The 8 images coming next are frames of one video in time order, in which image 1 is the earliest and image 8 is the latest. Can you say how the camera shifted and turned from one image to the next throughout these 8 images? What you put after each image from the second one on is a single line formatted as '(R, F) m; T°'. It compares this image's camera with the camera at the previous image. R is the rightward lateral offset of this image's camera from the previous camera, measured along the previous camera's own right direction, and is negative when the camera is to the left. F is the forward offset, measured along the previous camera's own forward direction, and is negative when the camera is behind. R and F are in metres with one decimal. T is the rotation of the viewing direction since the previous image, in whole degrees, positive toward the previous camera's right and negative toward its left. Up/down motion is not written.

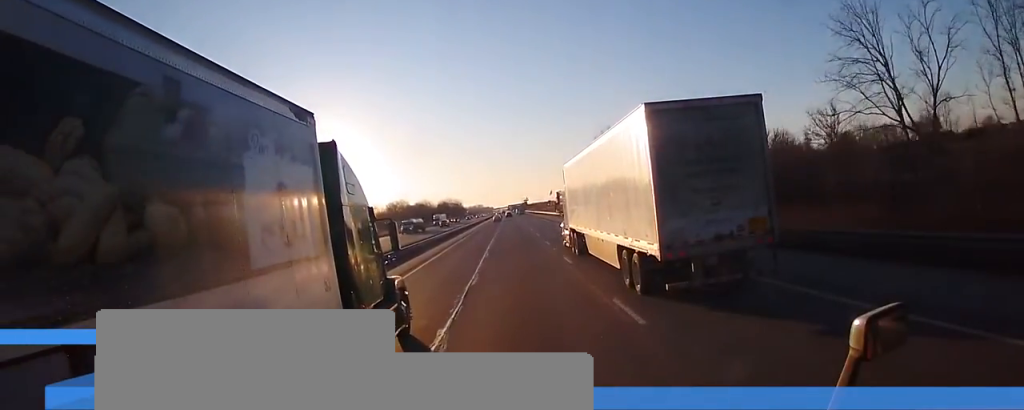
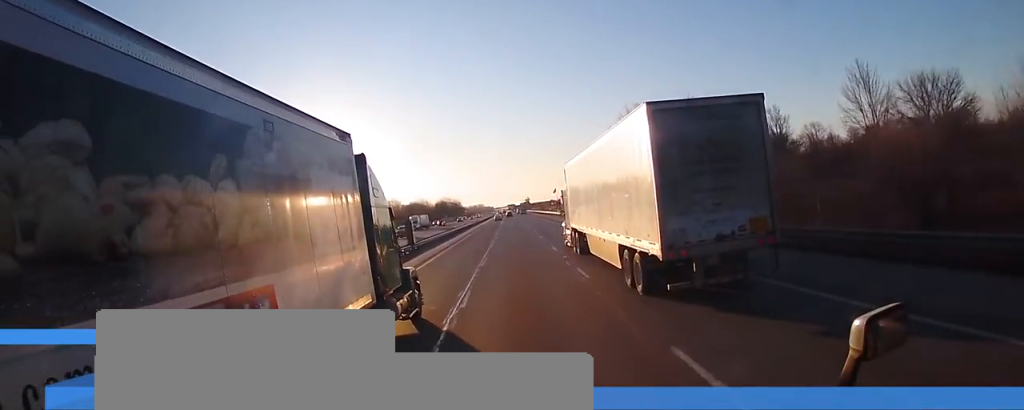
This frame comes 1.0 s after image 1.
(0.0, +28.9) m; +1°
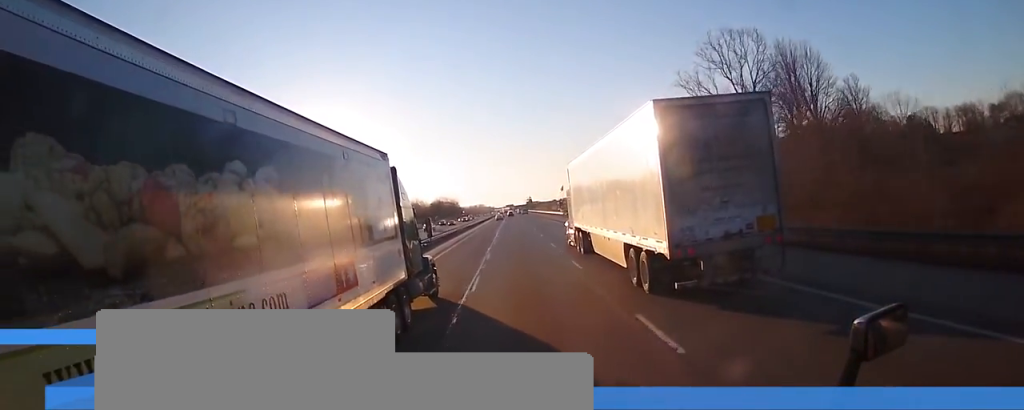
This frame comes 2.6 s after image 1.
(+0.8, +45.4) m; +1°
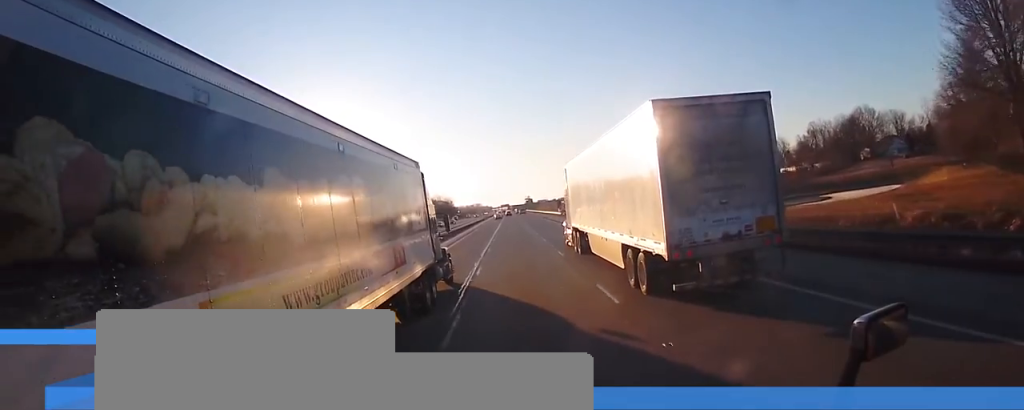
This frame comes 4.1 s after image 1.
(-1.0, +42.9) m; -1°
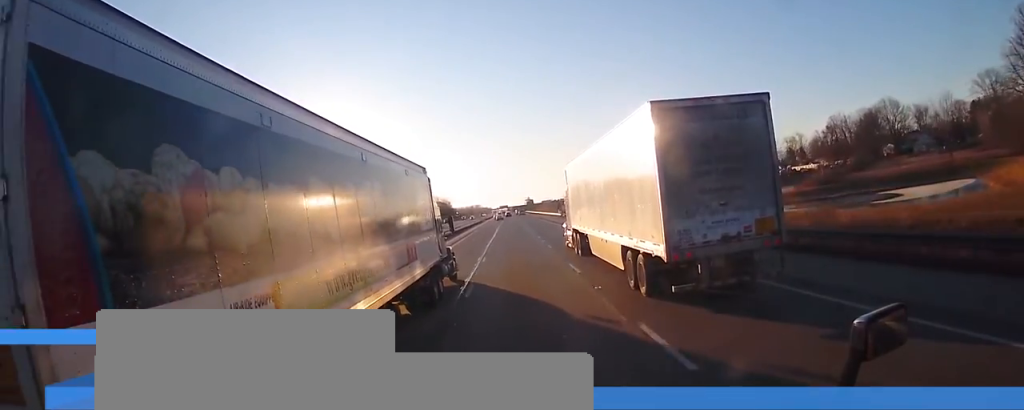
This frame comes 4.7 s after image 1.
(+0.3, +17.8) m; +1°
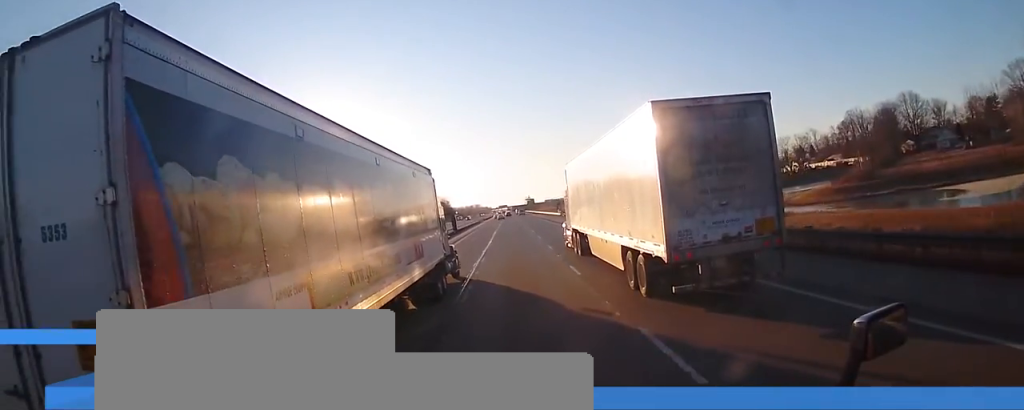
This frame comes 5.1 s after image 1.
(+0.1, +12.0) m; +1°
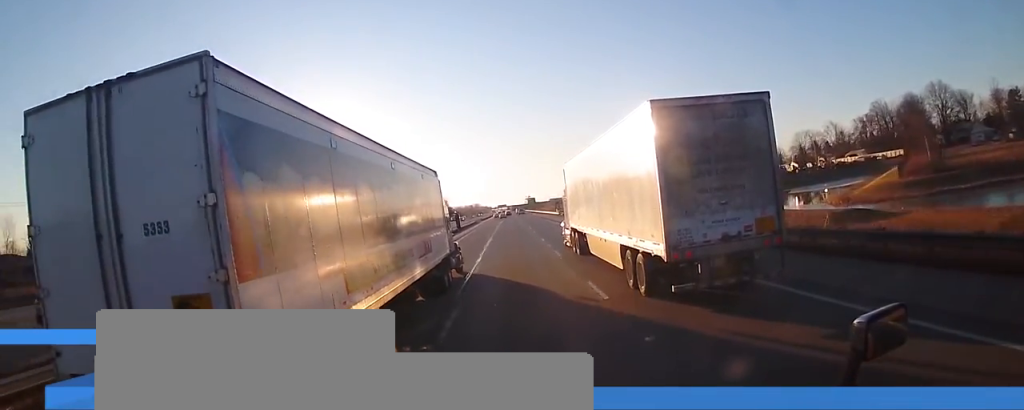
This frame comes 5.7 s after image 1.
(0.0, +17.8) m; 0°
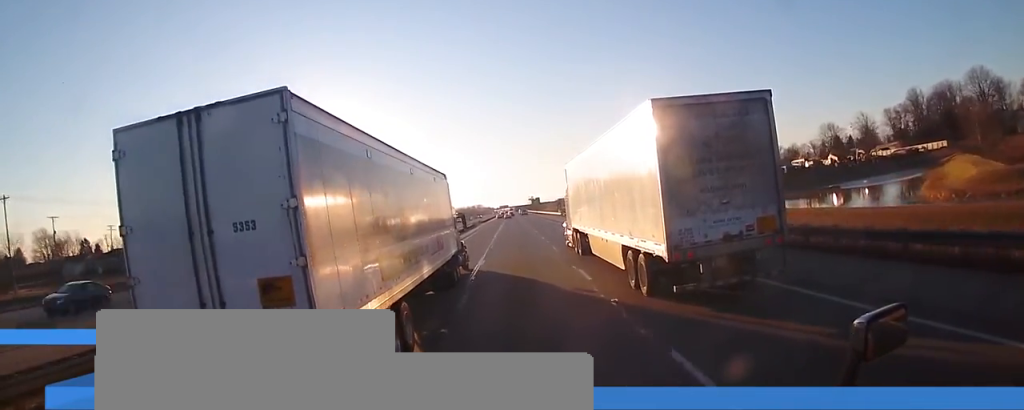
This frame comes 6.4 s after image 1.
(0.0, +20.2) m; 0°
